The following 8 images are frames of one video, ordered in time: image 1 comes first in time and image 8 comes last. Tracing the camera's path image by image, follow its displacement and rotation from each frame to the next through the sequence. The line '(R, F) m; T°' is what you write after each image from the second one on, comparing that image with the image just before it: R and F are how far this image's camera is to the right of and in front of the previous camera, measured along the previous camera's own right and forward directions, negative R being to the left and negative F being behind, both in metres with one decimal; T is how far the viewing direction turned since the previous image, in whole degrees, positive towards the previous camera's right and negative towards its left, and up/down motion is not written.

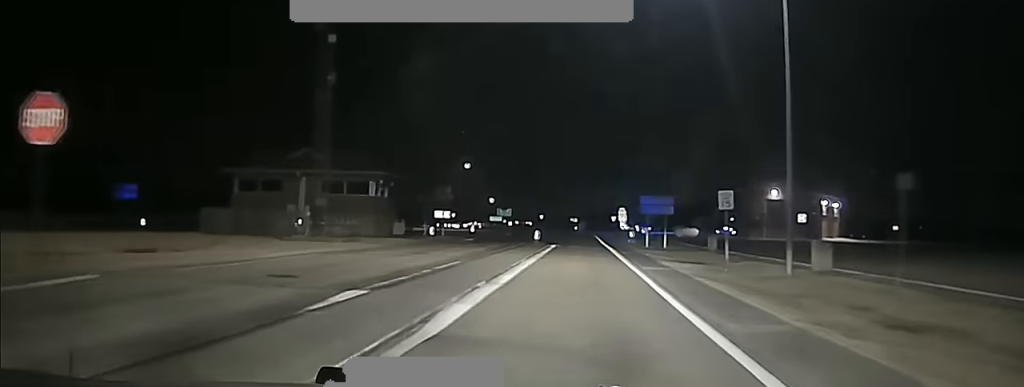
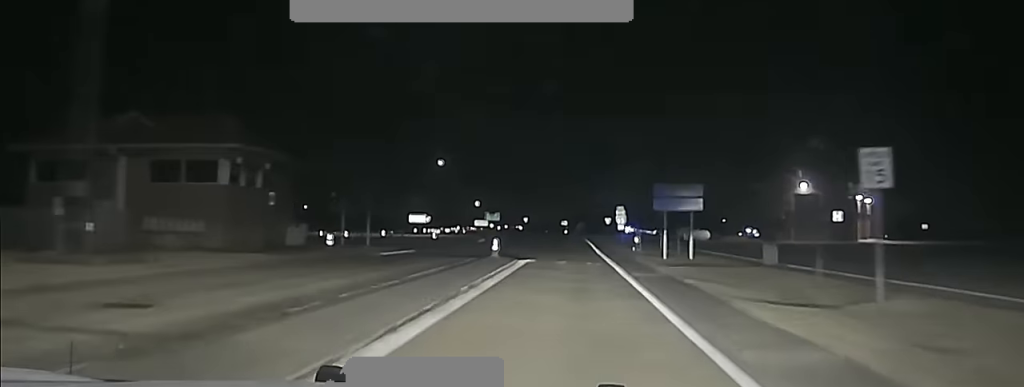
(+0.2, +21.6) m; -1°
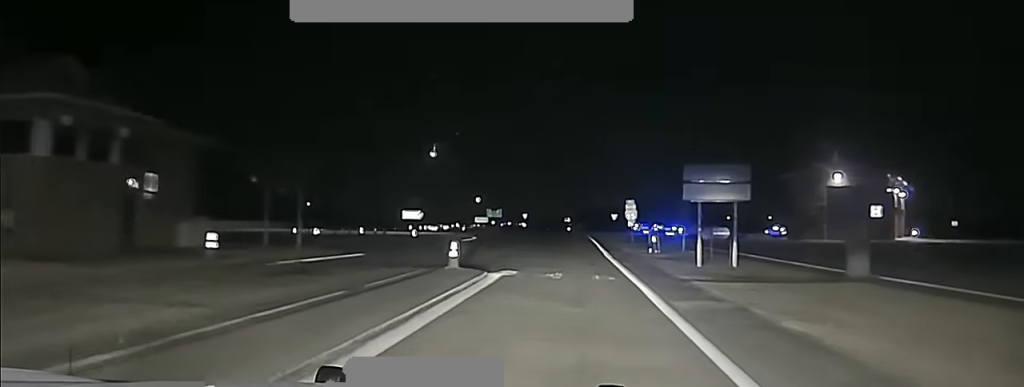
(-0.2, +11.9) m; 0°
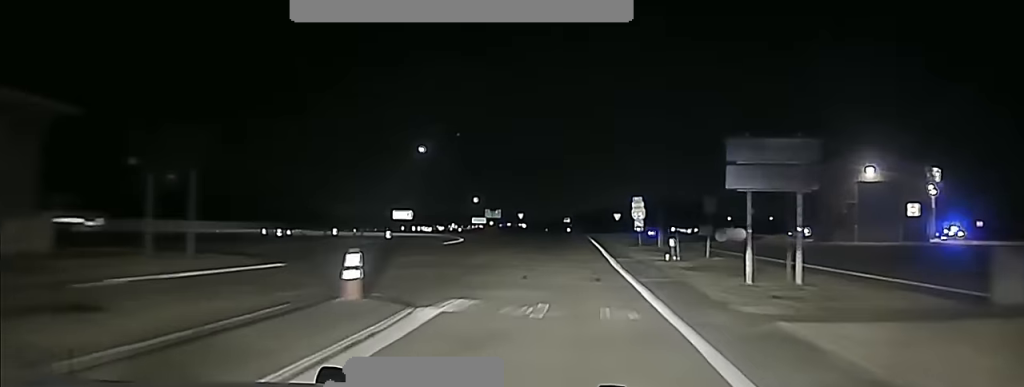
(-0.2, +10.3) m; 0°
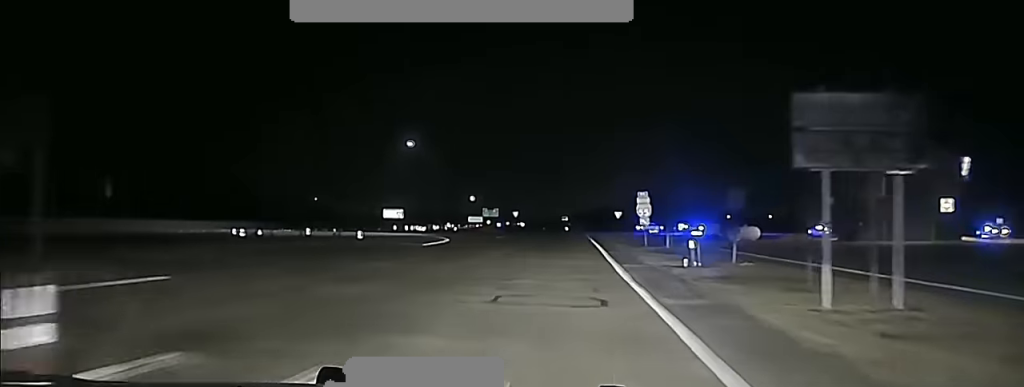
(+0.2, +7.4) m; 0°
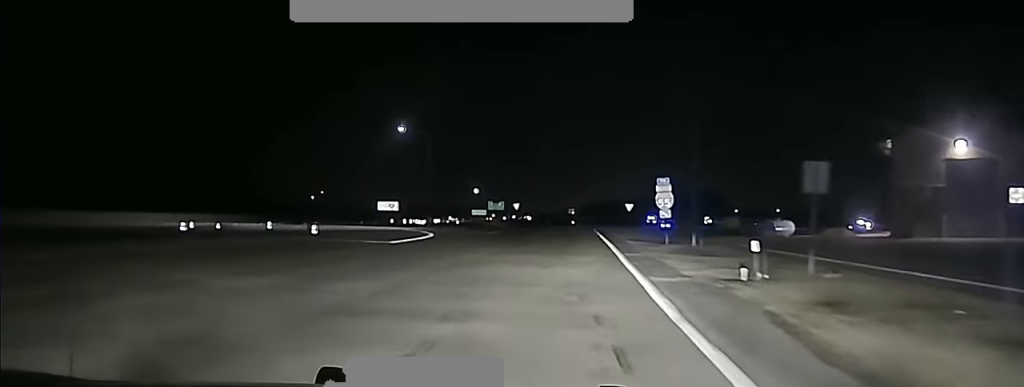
(+0.1, +10.8) m; -1°
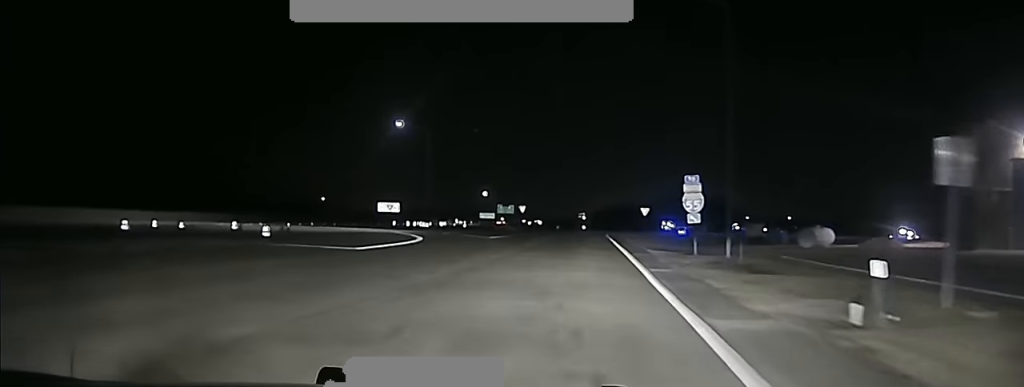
(0.0, +7.4) m; -1°
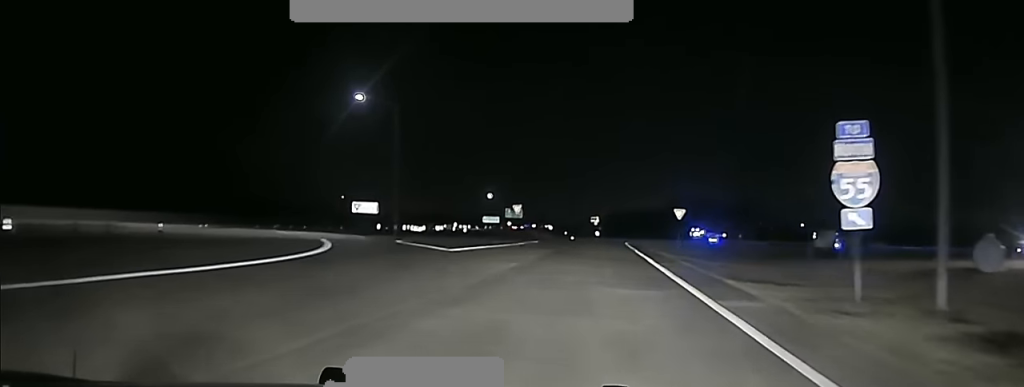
(-0.5, +22.4) m; 0°
